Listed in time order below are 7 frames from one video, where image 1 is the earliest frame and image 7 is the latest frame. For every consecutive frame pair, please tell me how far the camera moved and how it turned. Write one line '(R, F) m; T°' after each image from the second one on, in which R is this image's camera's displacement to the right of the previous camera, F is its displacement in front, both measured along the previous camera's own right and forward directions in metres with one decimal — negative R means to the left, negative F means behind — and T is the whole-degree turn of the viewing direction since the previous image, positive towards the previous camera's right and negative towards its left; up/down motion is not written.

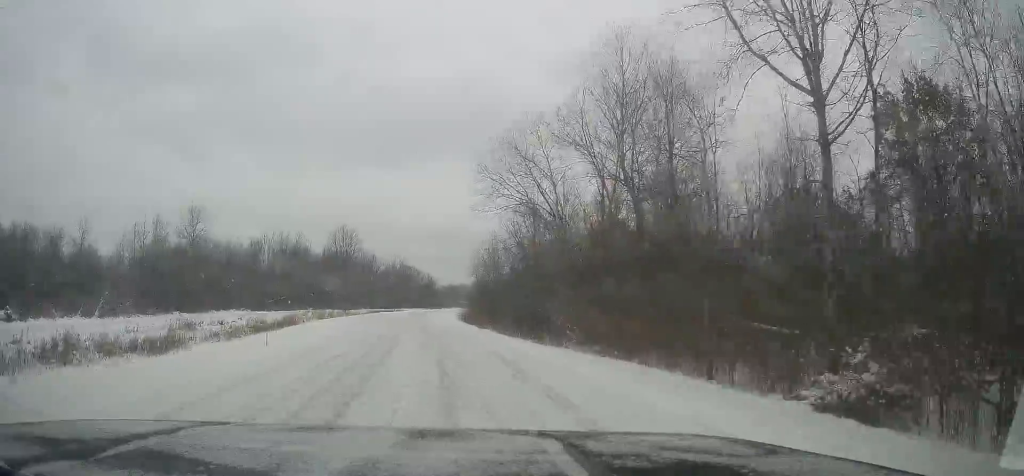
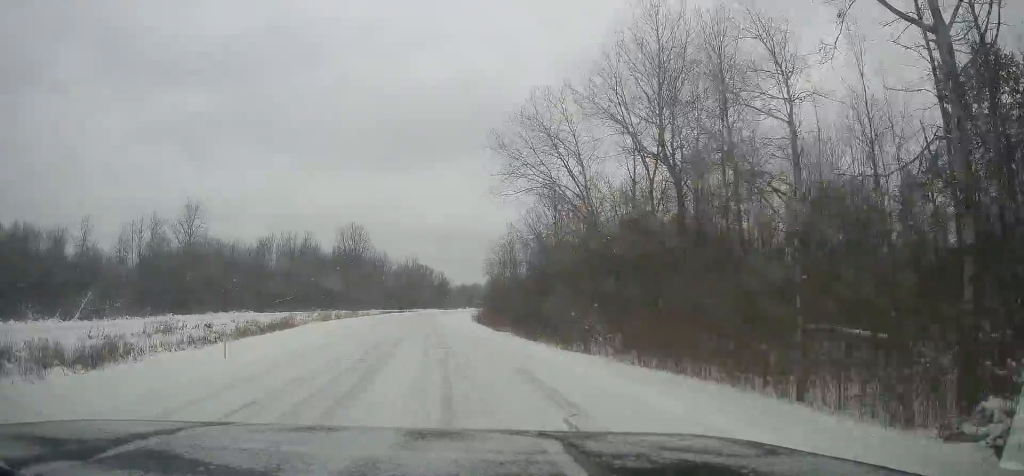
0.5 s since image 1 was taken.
(0.0, +4.8) m; -1°
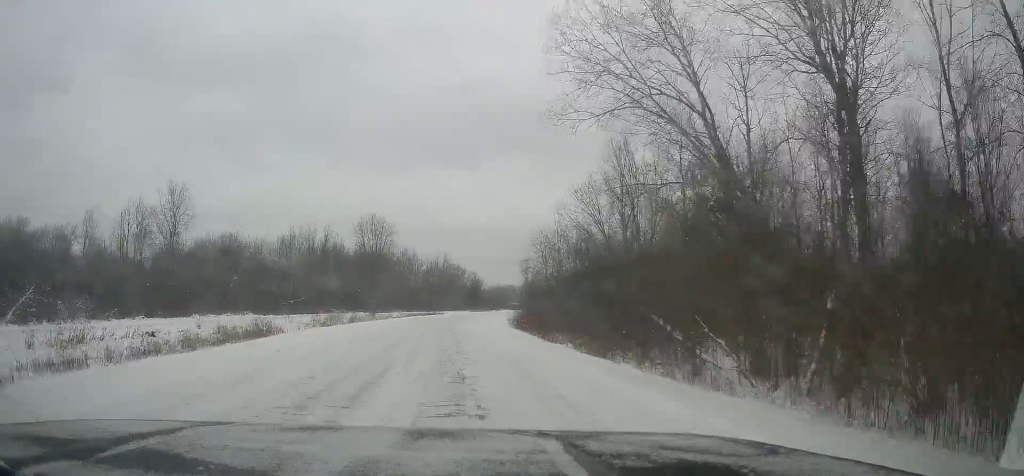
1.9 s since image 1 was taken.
(-0.6, +12.3) m; -7°
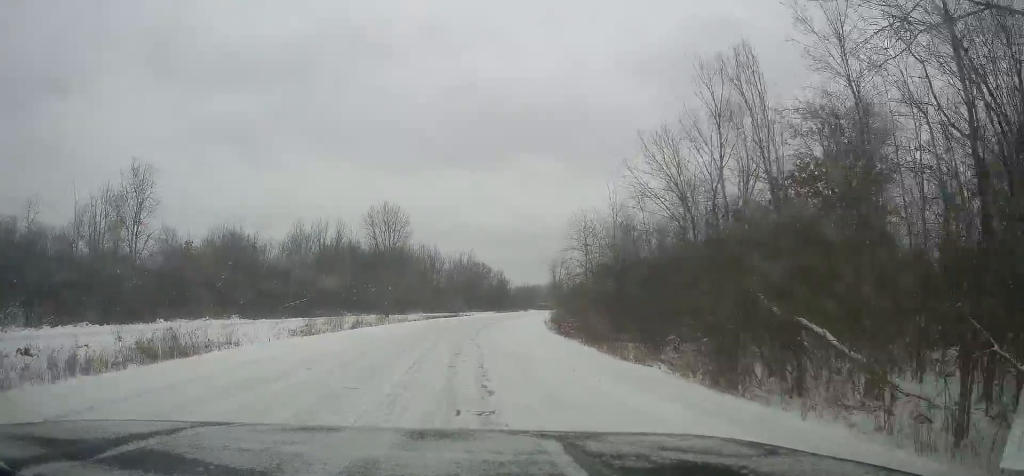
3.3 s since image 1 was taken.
(-0.9, +11.9) m; -4°
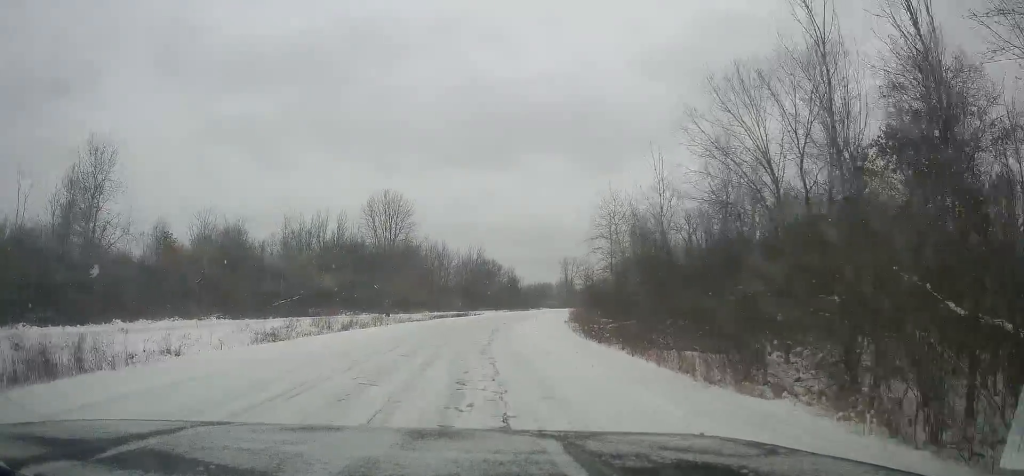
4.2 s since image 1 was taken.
(+0.3, +7.9) m; +2°
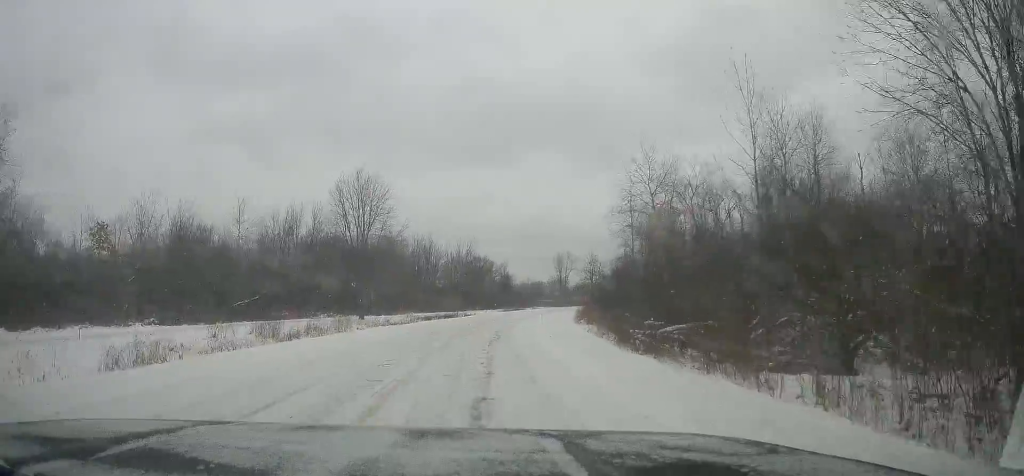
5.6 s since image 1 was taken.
(+0.1, +11.5) m; 0°
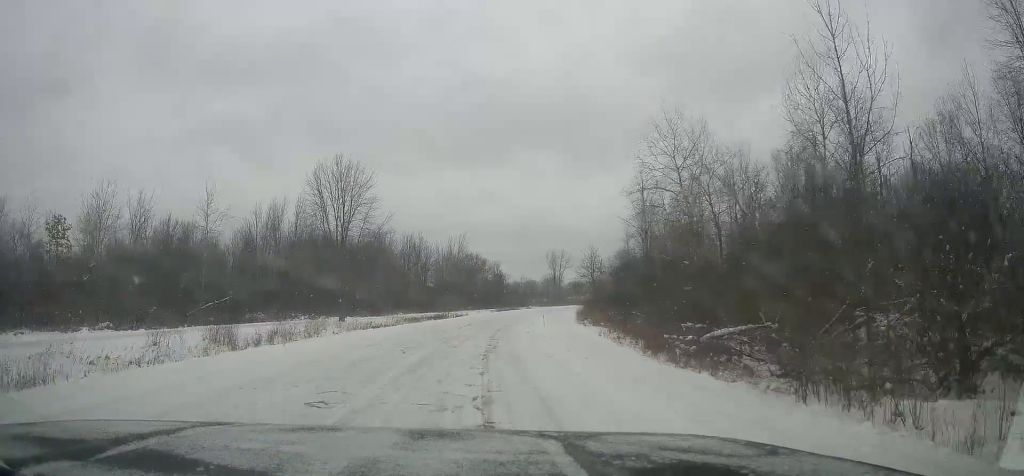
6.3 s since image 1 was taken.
(0.0, +5.7) m; 0°
